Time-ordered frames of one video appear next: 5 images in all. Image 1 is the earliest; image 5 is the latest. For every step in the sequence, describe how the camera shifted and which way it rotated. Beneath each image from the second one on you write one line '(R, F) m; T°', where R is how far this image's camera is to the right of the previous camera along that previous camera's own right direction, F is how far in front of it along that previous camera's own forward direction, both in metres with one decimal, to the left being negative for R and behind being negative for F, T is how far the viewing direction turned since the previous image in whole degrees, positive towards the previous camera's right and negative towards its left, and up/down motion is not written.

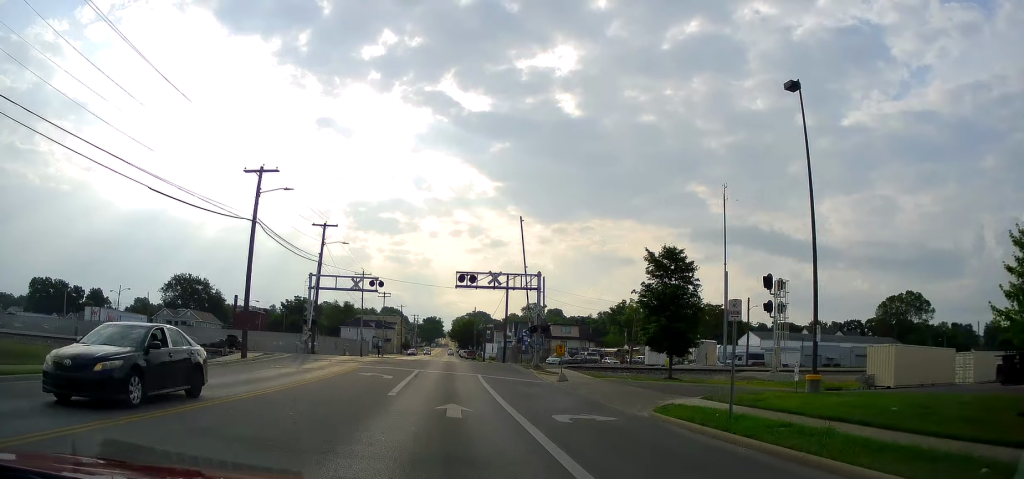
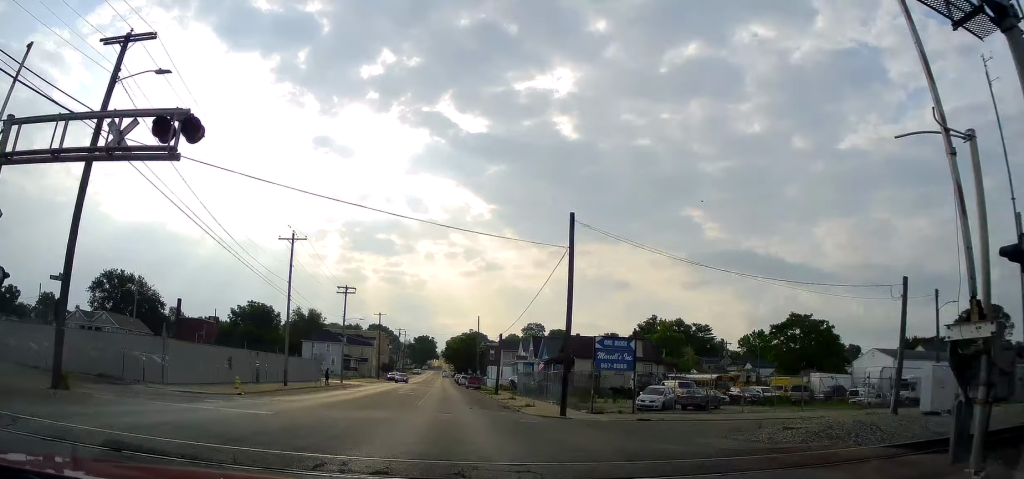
(0.0, +39.1) m; 0°
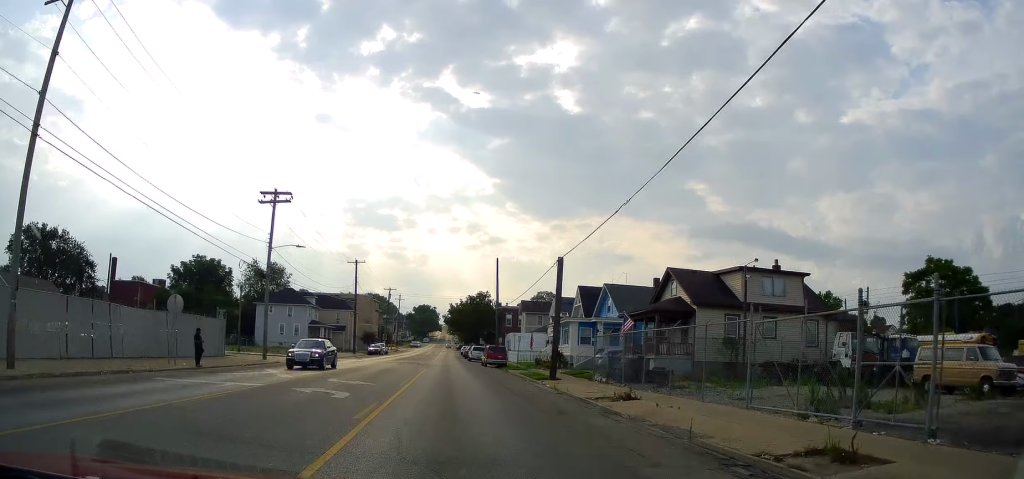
(+0.1, +35.0) m; 0°
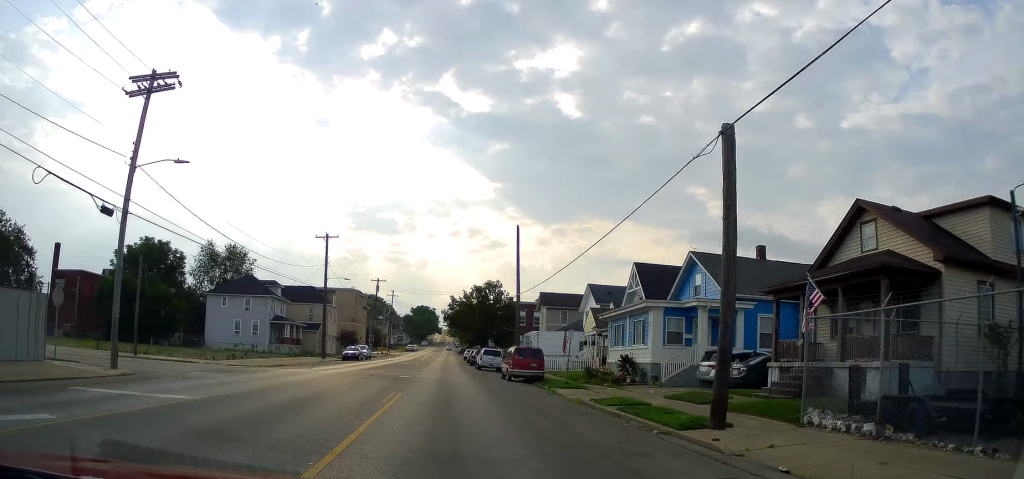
(0.0, +20.0) m; 0°
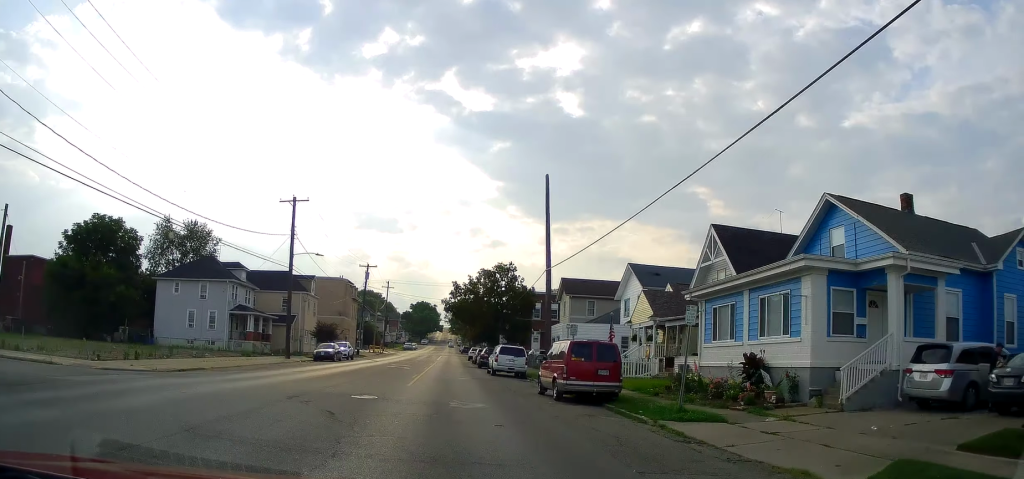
(0.0, +13.9) m; -2°
